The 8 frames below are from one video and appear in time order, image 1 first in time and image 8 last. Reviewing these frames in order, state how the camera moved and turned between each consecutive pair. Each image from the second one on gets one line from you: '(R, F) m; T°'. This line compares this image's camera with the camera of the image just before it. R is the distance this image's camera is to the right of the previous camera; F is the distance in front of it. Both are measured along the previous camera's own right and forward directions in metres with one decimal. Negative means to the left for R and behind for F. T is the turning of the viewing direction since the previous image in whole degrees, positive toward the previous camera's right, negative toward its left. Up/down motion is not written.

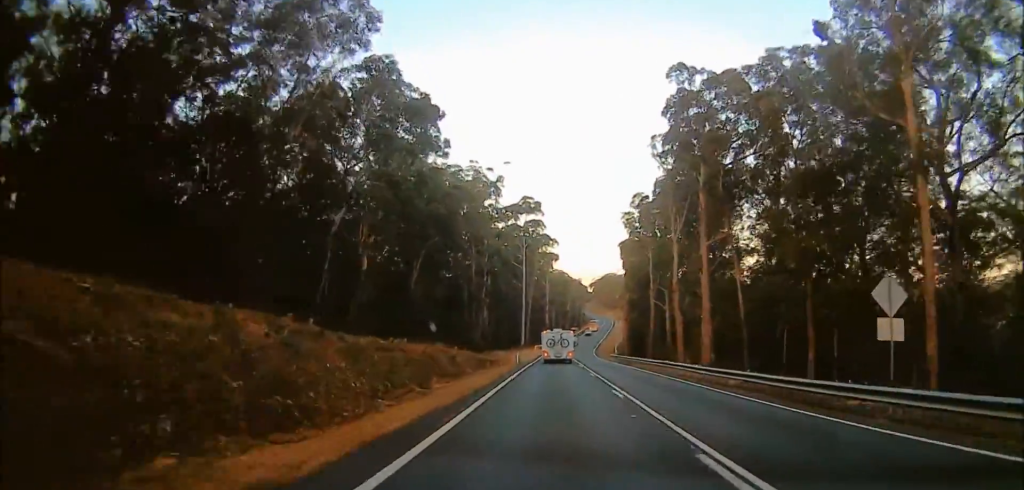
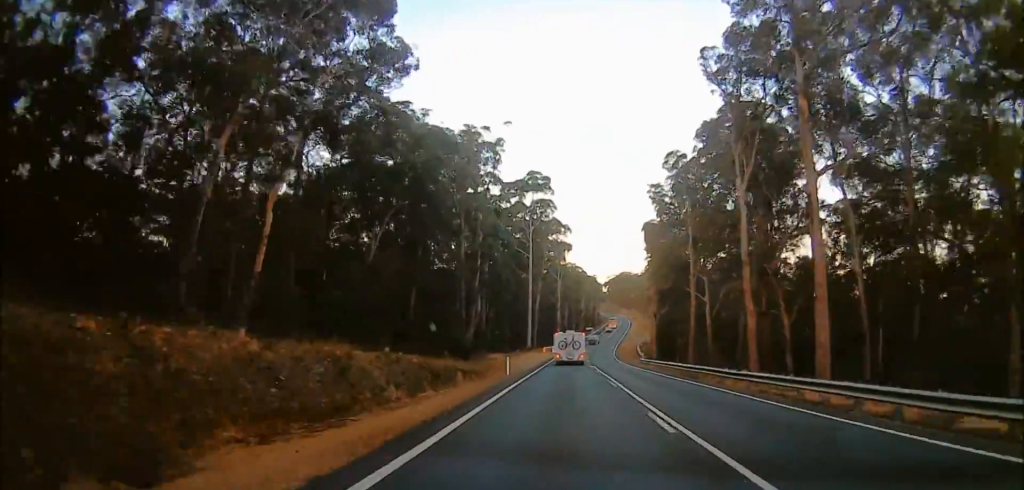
(0.0, +19.3) m; 0°
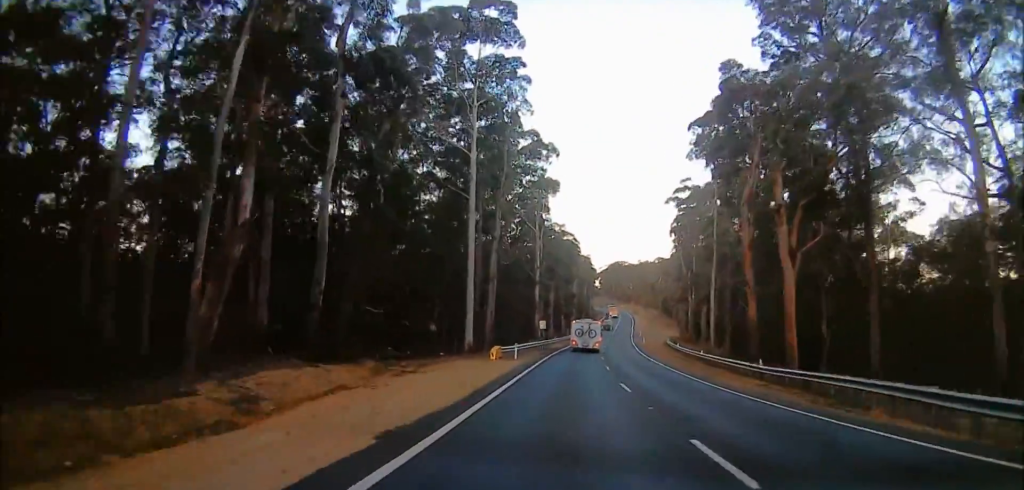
(-0.2, +54.5) m; -1°
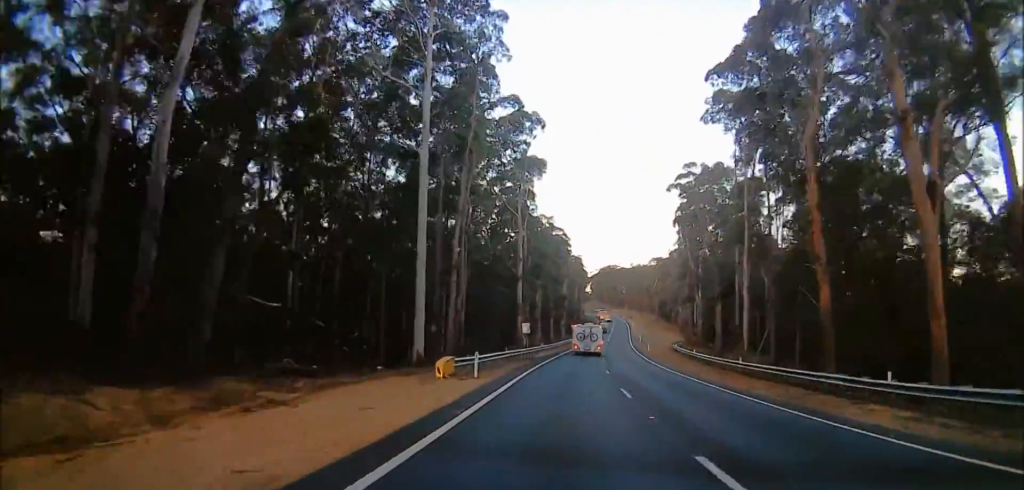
(-0.1, +13.3) m; 0°
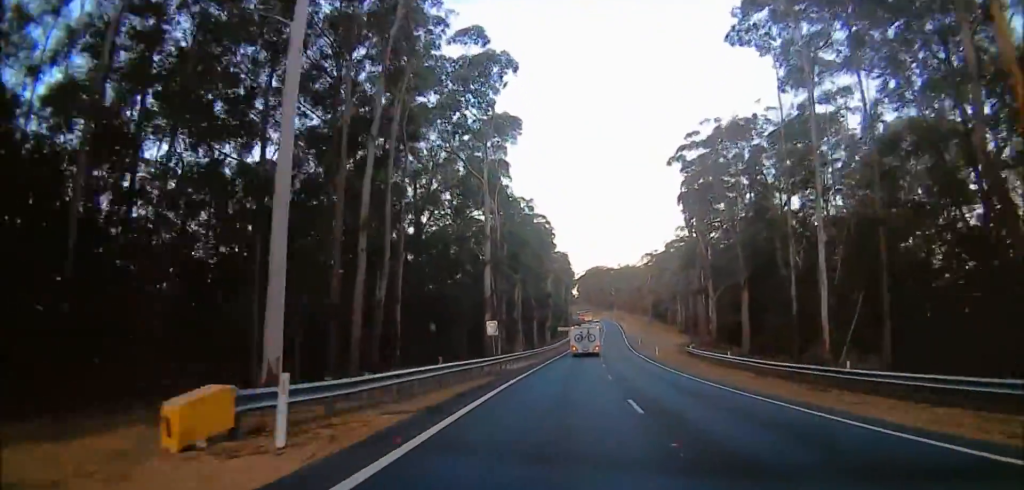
(-0.1, +15.7) m; 0°
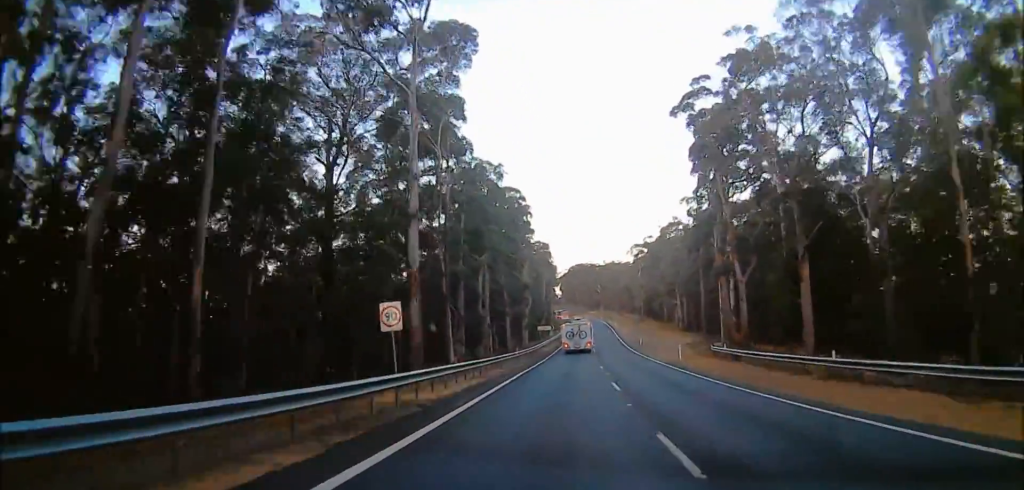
(0.0, +18.2) m; 0°
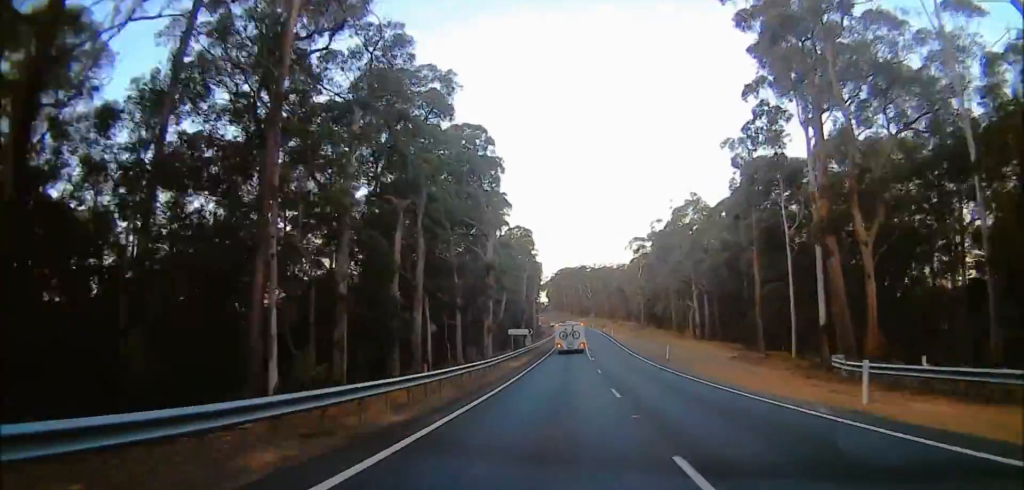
(0.0, +25.6) m; 0°
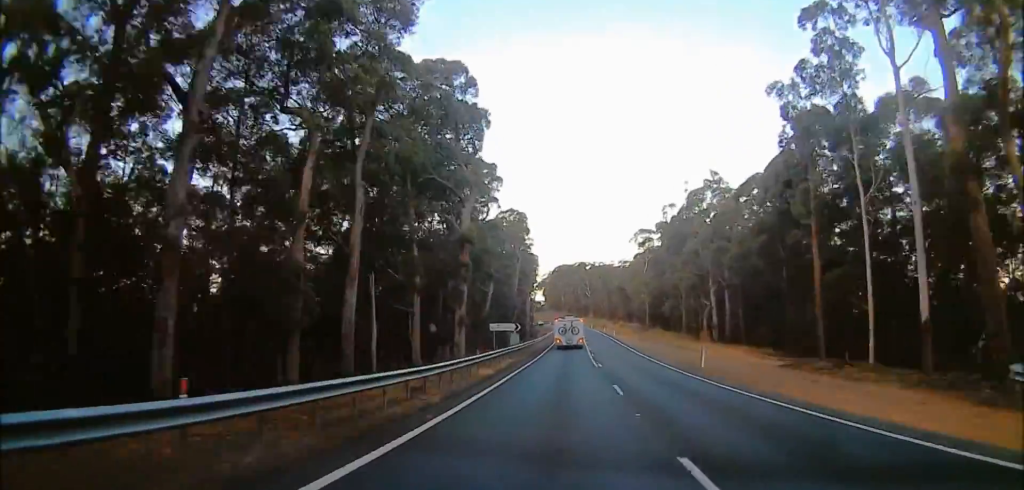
(0.0, +12.4) m; 0°
